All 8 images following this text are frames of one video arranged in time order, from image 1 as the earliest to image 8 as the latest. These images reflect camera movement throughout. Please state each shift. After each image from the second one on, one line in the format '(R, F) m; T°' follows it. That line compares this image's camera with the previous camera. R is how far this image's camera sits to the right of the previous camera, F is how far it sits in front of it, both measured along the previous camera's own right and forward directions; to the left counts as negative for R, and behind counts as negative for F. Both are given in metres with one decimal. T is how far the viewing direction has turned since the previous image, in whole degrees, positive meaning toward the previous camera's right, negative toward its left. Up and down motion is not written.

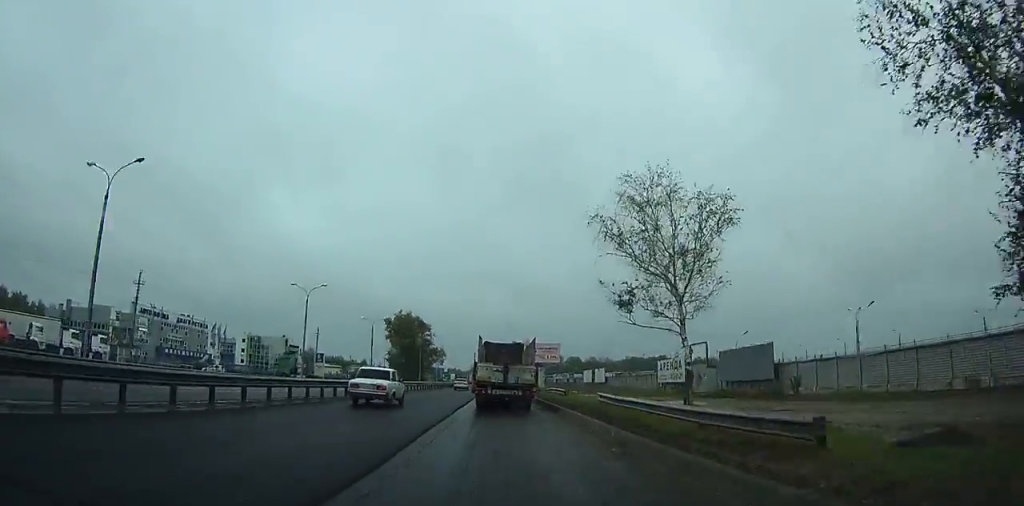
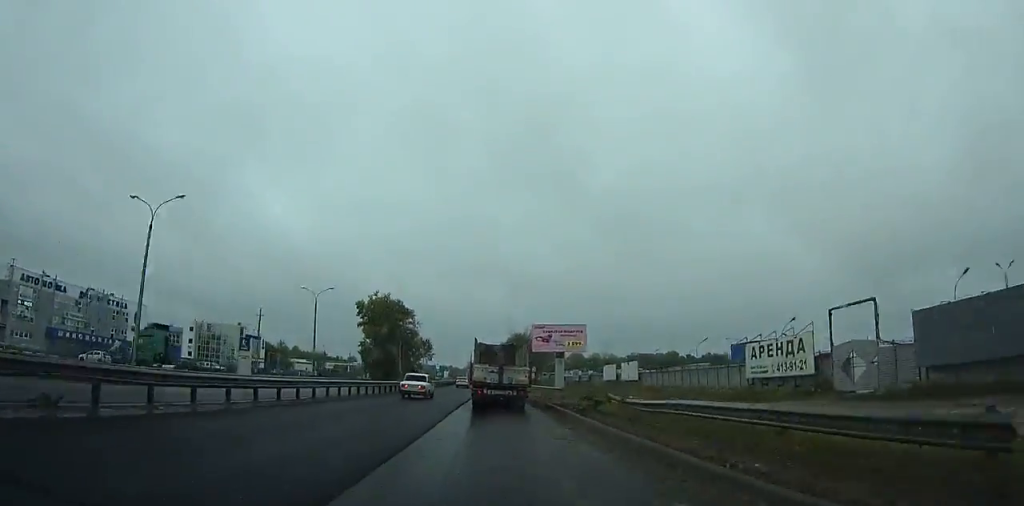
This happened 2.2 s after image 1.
(+0.1, +31.6) m; 0°
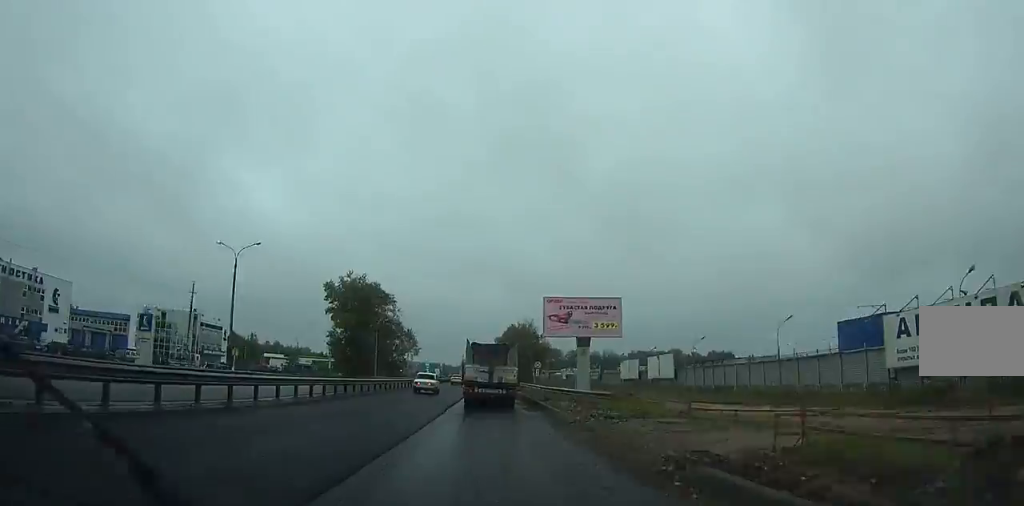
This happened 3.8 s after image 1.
(0.0, +21.7) m; 0°
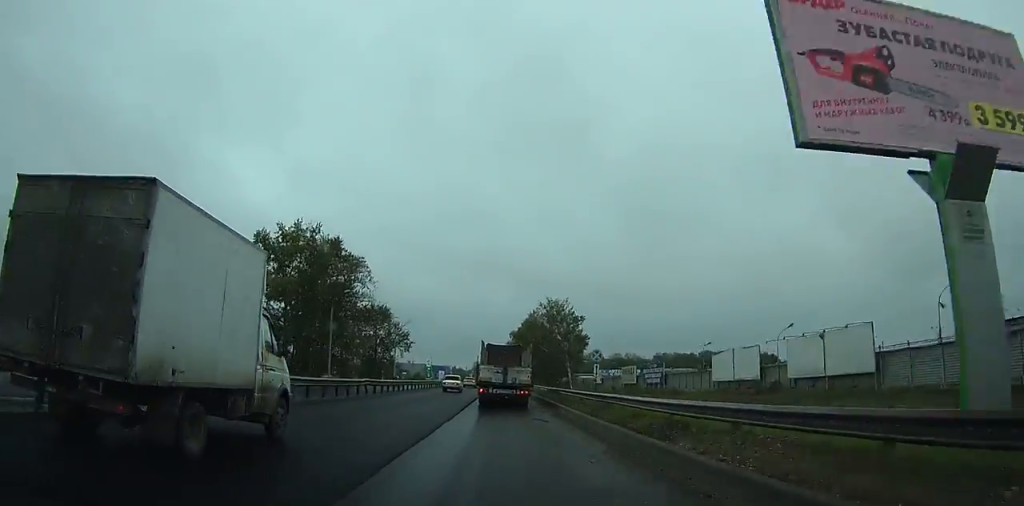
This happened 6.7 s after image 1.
(-0.2, +35.6) m; -1°
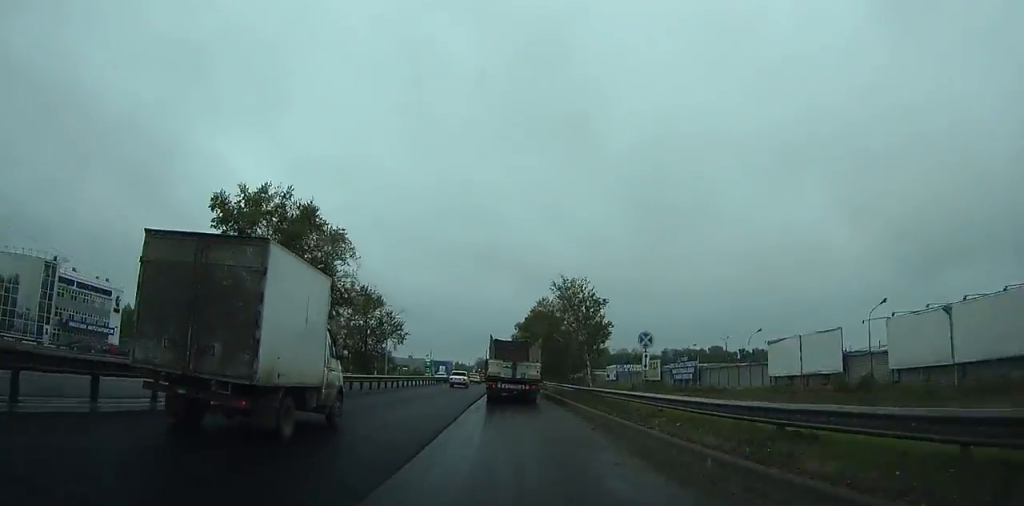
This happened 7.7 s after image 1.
(-0.1, +11.5) m; 0°
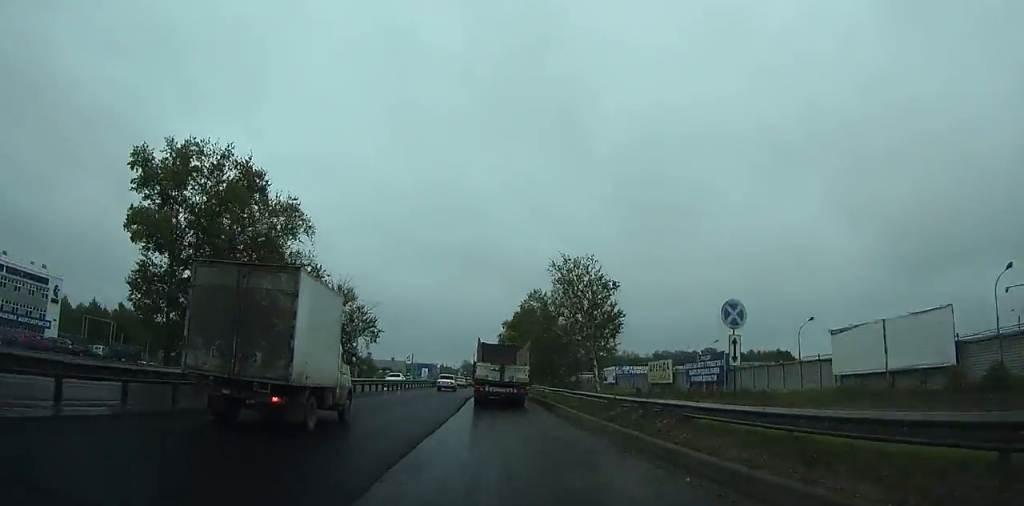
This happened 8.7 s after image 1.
(0.0, +10.8) m; 0°
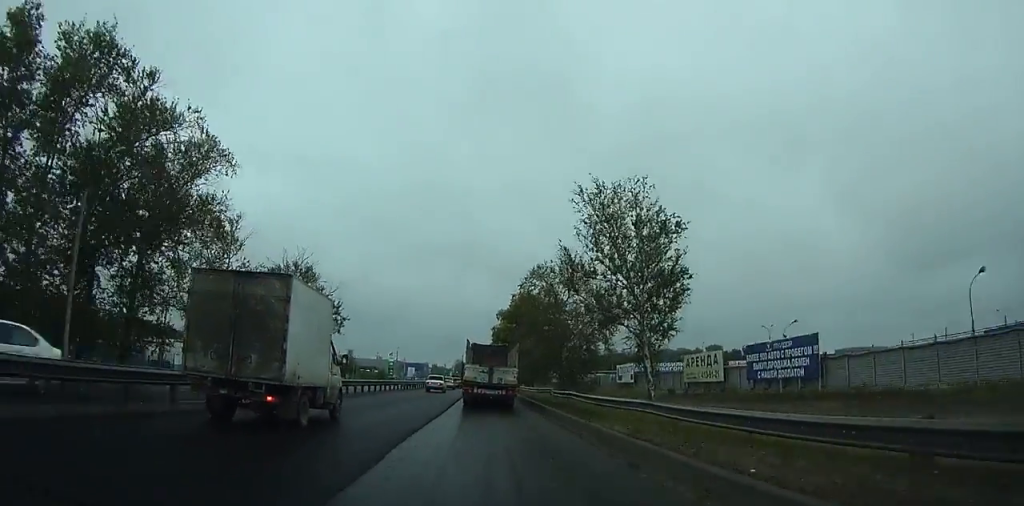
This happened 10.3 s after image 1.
(0.0, +16.8) m; 0°
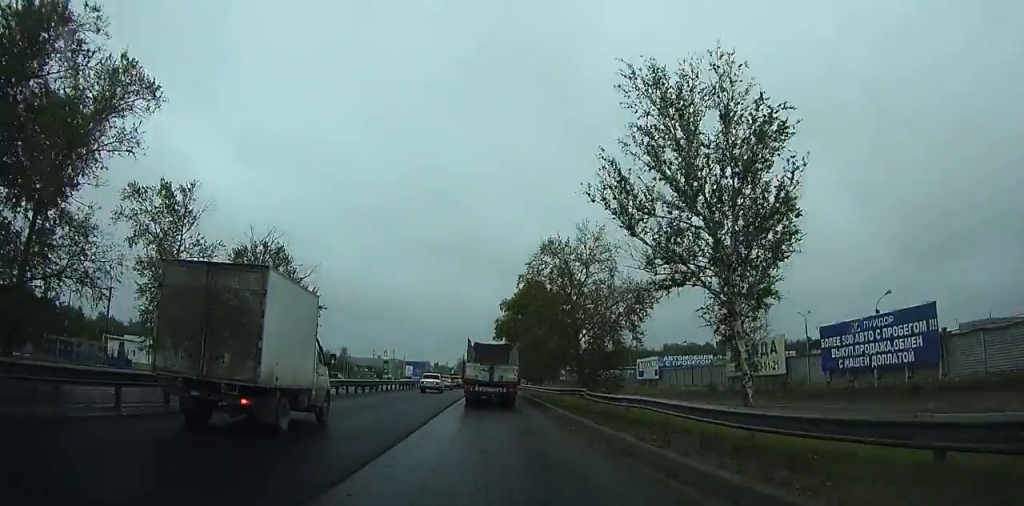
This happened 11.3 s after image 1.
(+0.1, +11.1) m; -1°
